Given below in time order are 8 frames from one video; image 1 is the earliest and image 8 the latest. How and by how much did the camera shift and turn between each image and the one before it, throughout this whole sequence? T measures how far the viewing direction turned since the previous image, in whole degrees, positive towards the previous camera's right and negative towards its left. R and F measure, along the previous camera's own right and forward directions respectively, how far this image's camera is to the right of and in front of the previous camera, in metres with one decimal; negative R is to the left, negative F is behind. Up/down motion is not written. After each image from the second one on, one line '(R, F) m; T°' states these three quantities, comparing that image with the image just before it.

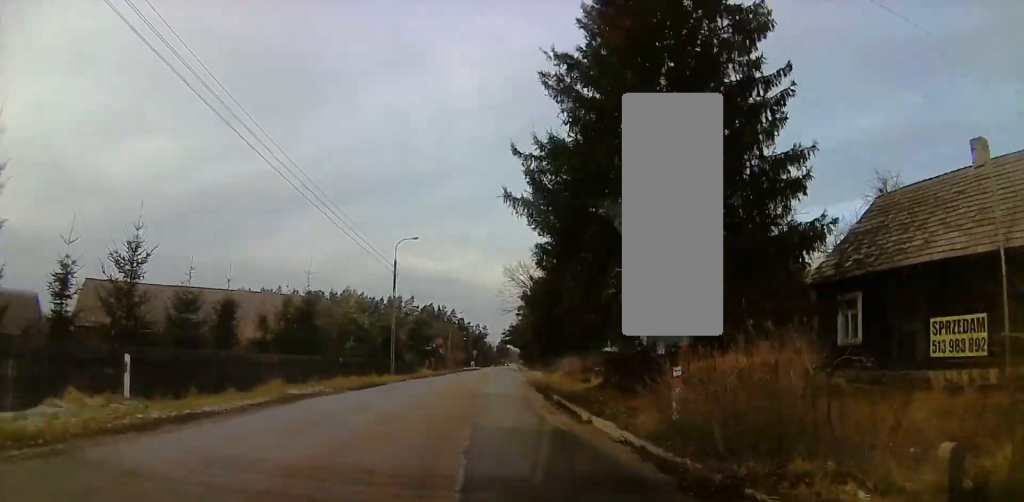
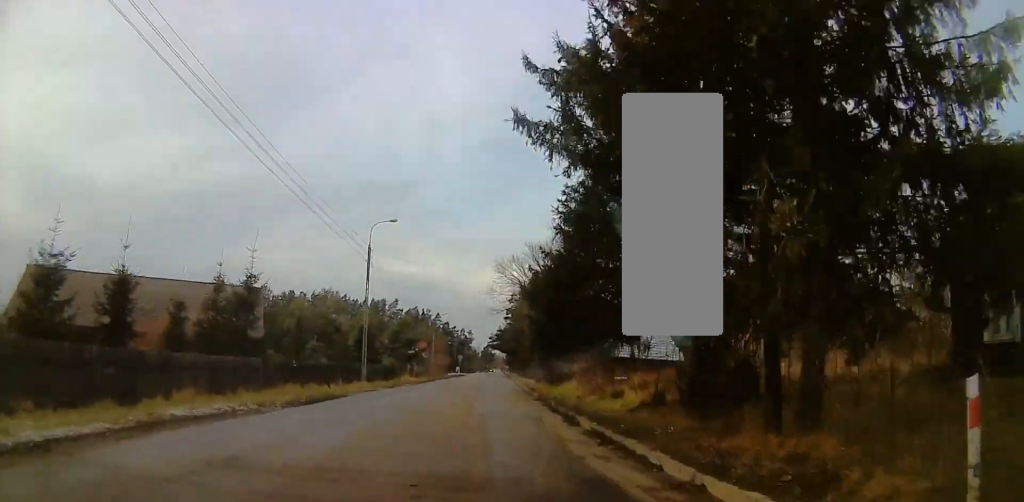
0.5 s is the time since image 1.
(0.0, +8.1) m; +1°
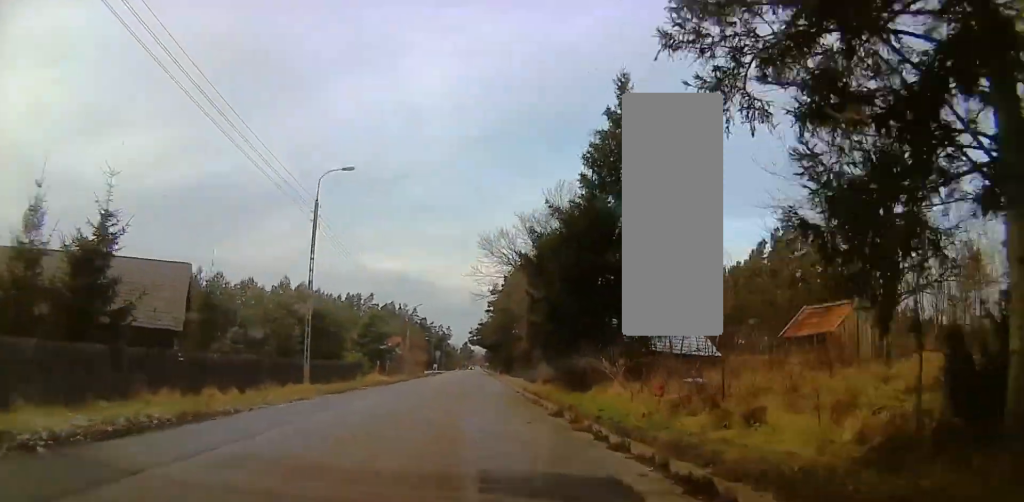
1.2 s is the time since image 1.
(0.0, +10.3) m; +1°
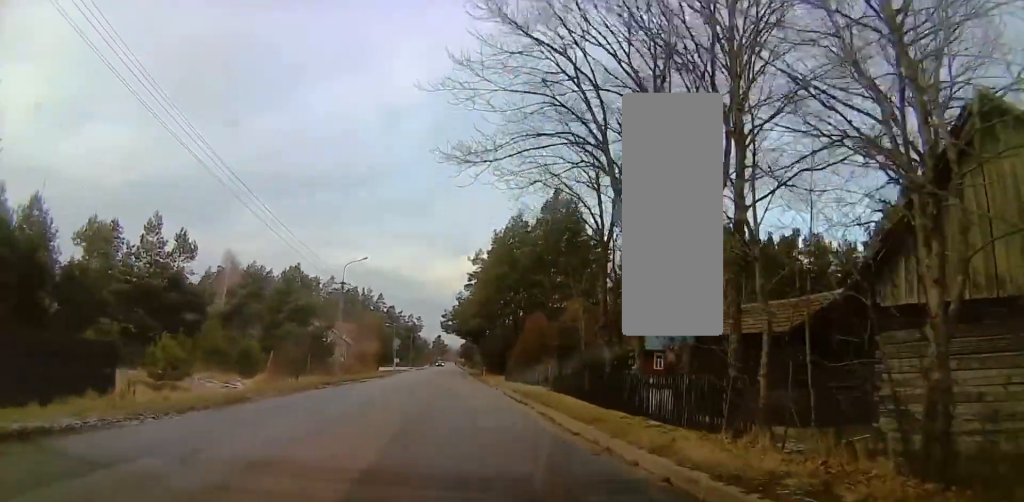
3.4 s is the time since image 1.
(+1.0, +28.1) m; +1°
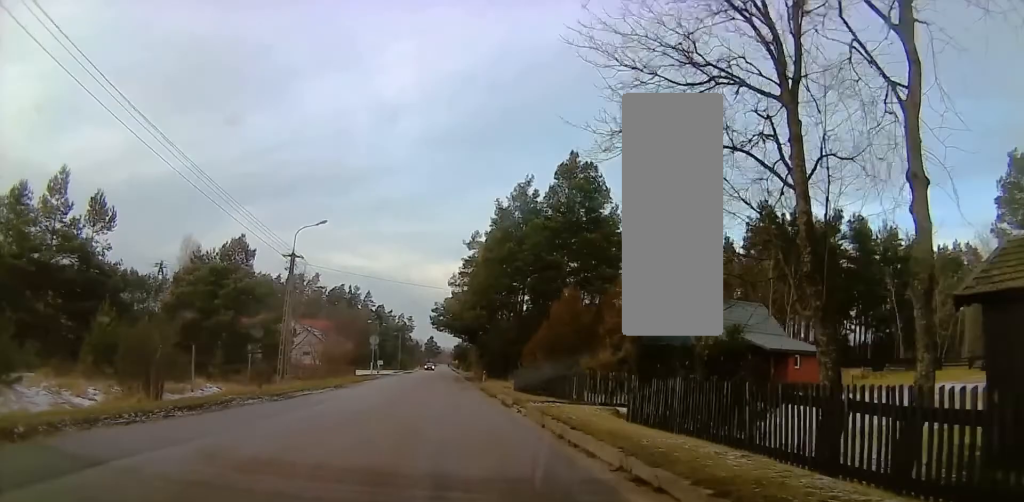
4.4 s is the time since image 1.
(-0.2, +10.4) m; 0°
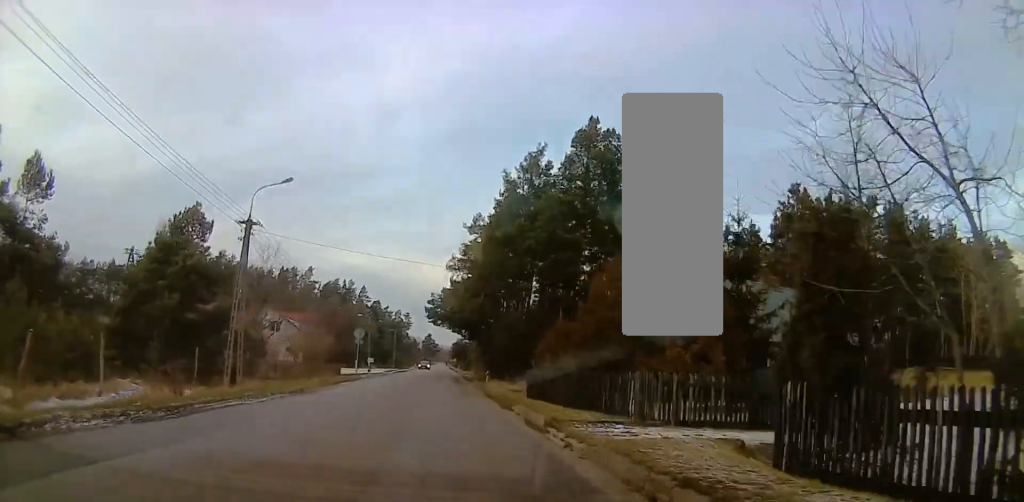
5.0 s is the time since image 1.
(0.0, +6.2) m; +1°
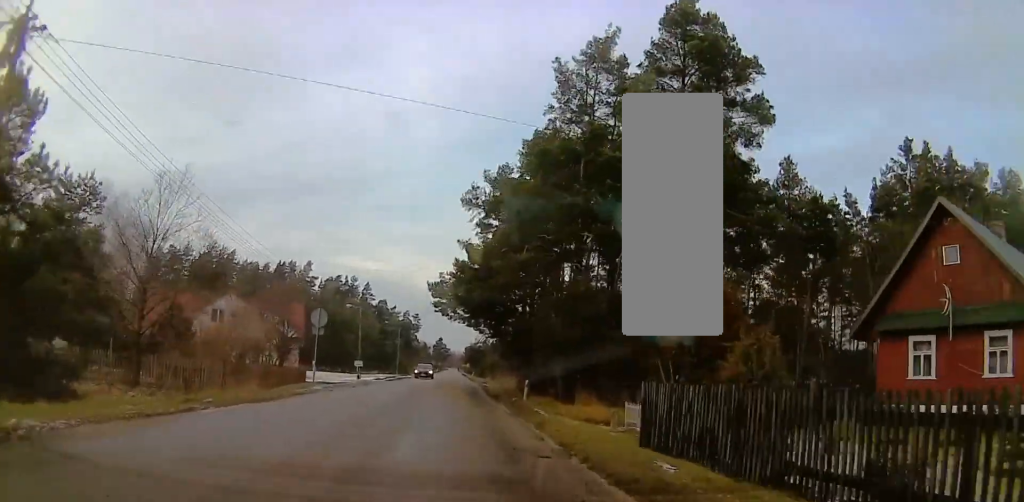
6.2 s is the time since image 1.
(+0.5, +16.7) m; +2°
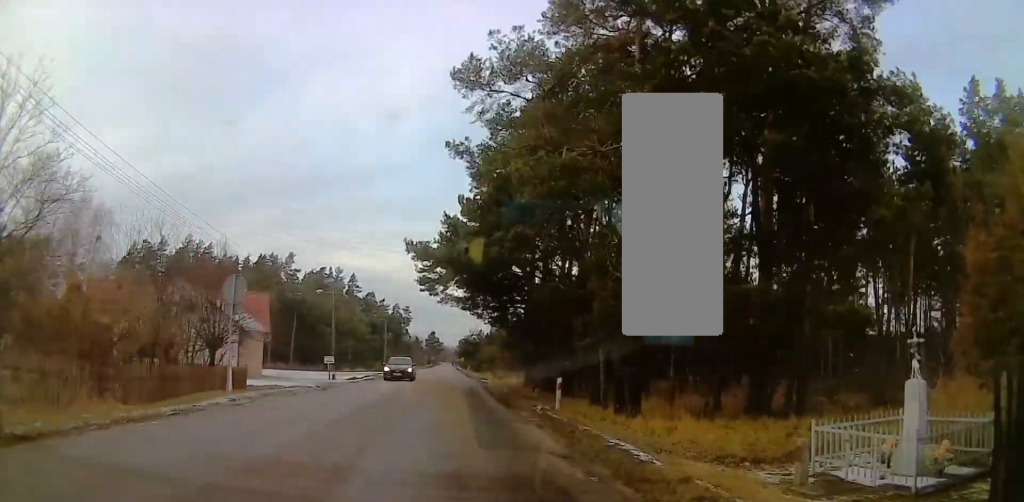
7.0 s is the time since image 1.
(0.0, +11.1) m; 0°
